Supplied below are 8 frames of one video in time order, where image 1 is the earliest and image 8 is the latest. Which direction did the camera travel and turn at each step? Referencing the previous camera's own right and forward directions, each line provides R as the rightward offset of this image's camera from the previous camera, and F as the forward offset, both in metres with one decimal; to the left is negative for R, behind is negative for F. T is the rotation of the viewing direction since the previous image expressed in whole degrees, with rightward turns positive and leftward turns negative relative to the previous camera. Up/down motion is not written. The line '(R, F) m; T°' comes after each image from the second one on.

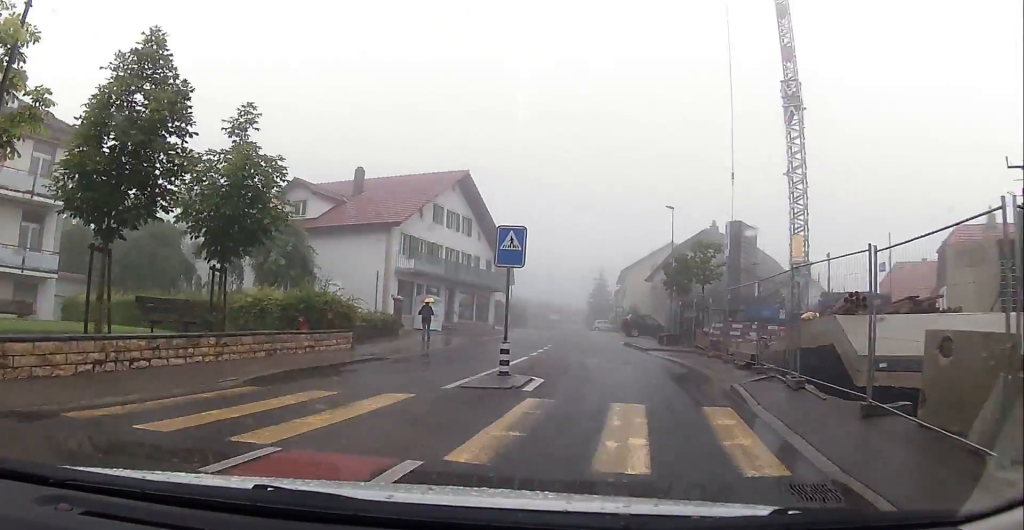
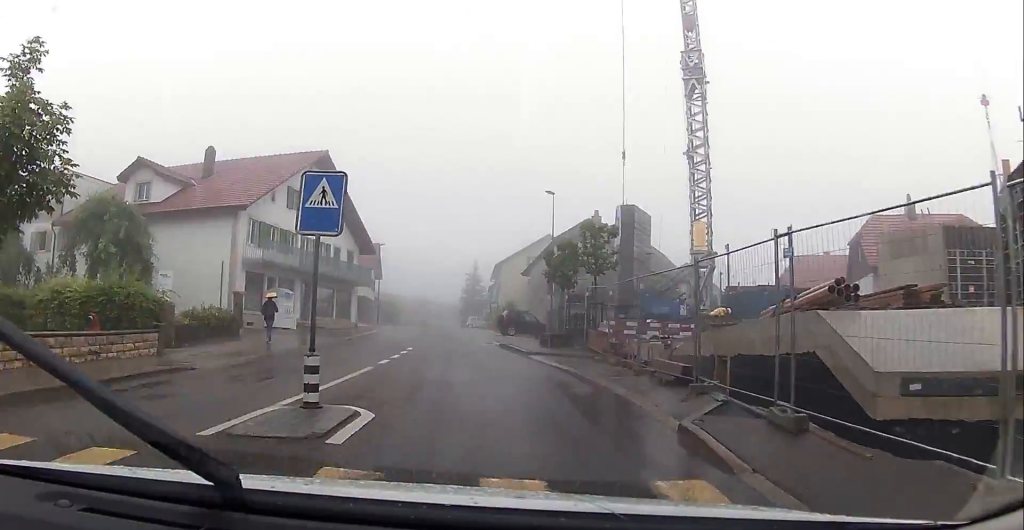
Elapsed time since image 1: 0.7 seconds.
(+0.1, +4.6) m; +5°
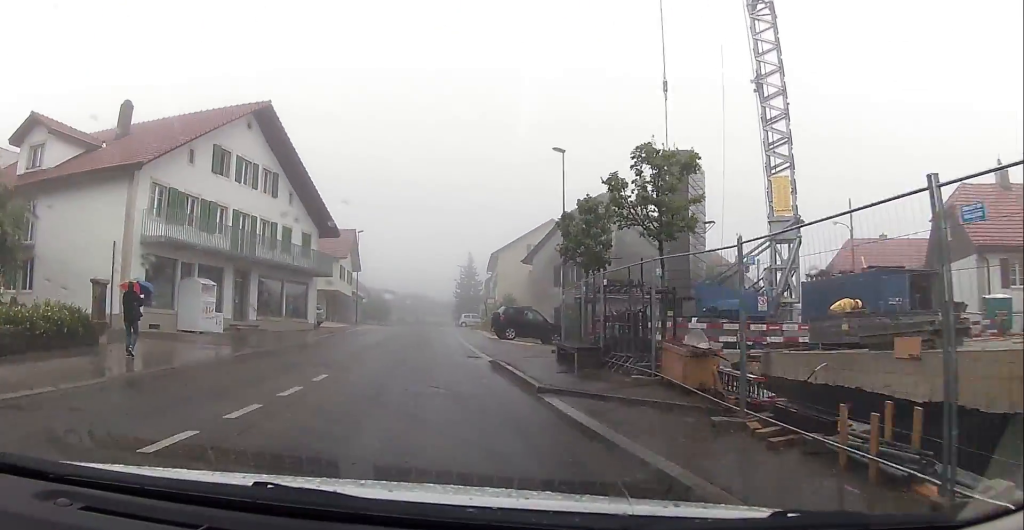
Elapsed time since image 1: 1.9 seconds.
(+0.8, +10.3) m; +5°
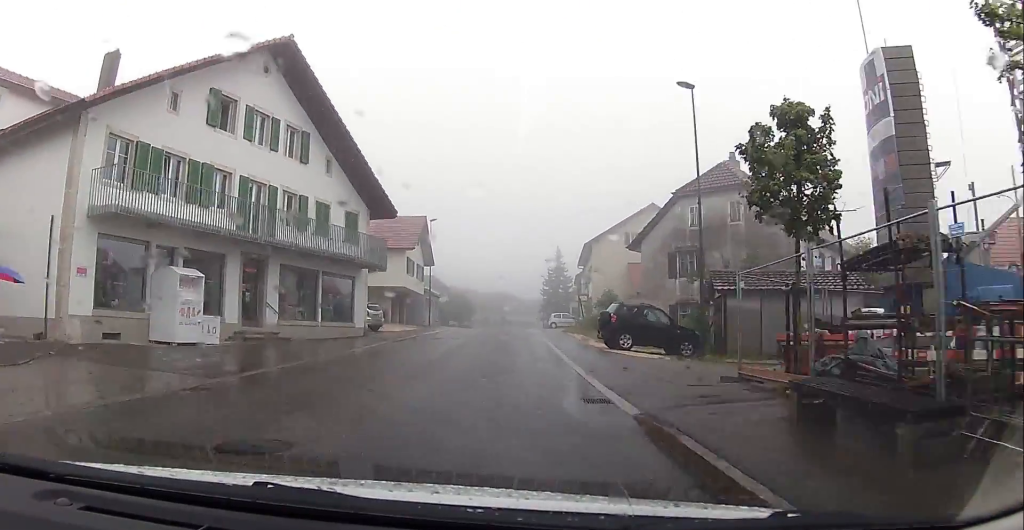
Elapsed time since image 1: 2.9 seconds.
(0.0, +9.1) m; -4°
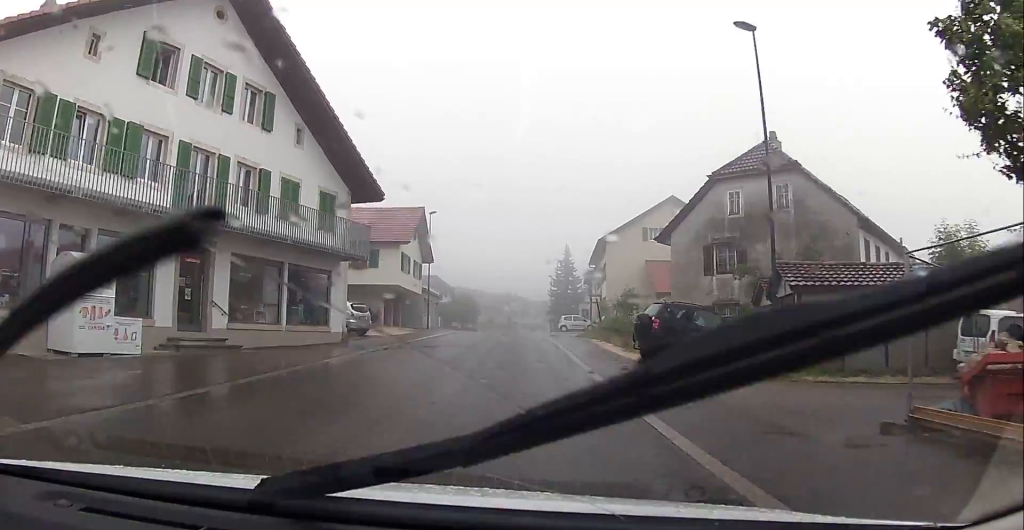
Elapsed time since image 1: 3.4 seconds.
(-0.3, +5.4) m; -2°
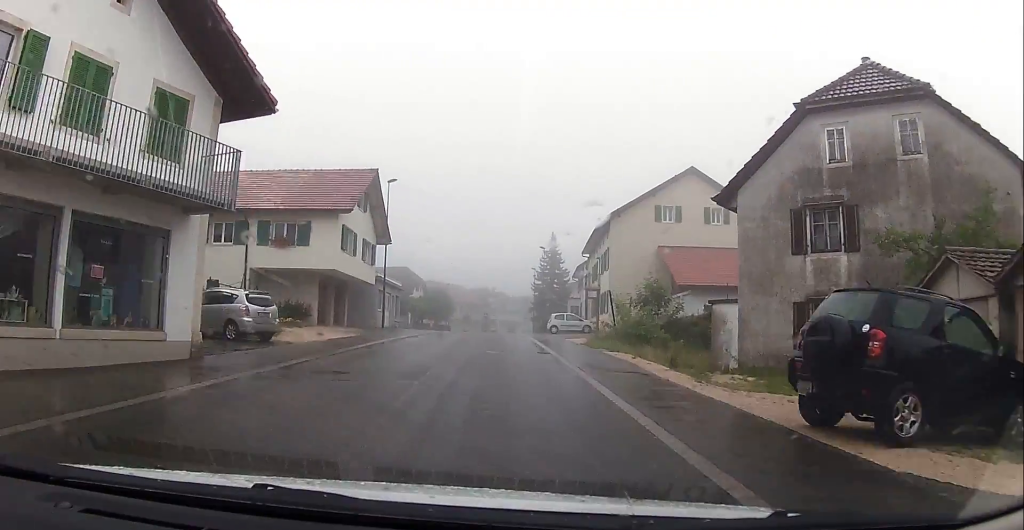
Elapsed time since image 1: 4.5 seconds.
(-0.2, +11.6) m; -2°
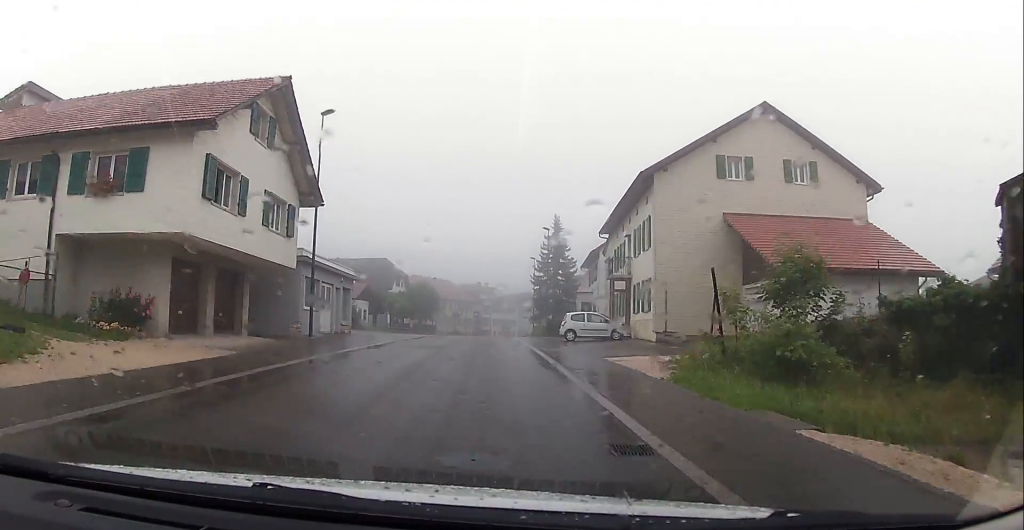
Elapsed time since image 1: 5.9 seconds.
(-0.3, +14.6) m; +3°
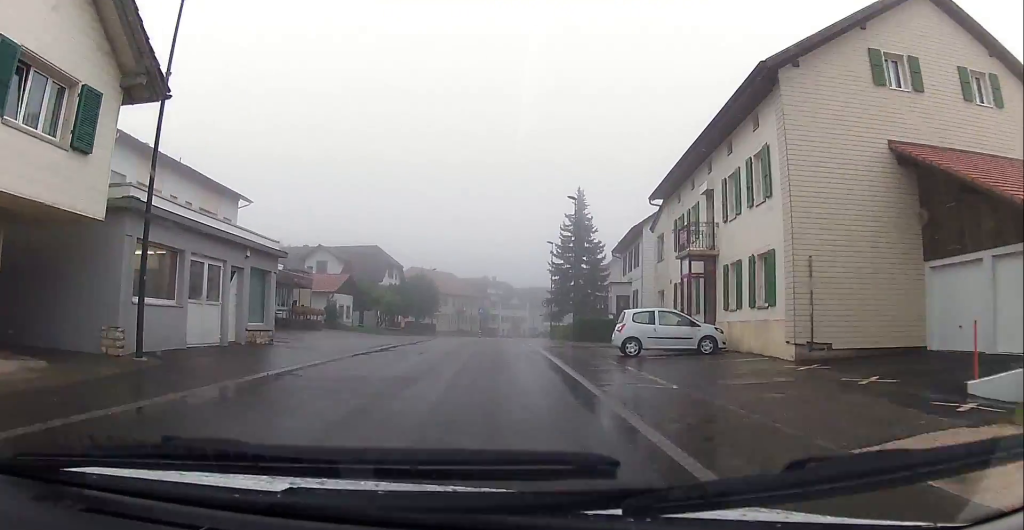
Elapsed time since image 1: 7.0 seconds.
(+0.6, +13.5) m; -1°
